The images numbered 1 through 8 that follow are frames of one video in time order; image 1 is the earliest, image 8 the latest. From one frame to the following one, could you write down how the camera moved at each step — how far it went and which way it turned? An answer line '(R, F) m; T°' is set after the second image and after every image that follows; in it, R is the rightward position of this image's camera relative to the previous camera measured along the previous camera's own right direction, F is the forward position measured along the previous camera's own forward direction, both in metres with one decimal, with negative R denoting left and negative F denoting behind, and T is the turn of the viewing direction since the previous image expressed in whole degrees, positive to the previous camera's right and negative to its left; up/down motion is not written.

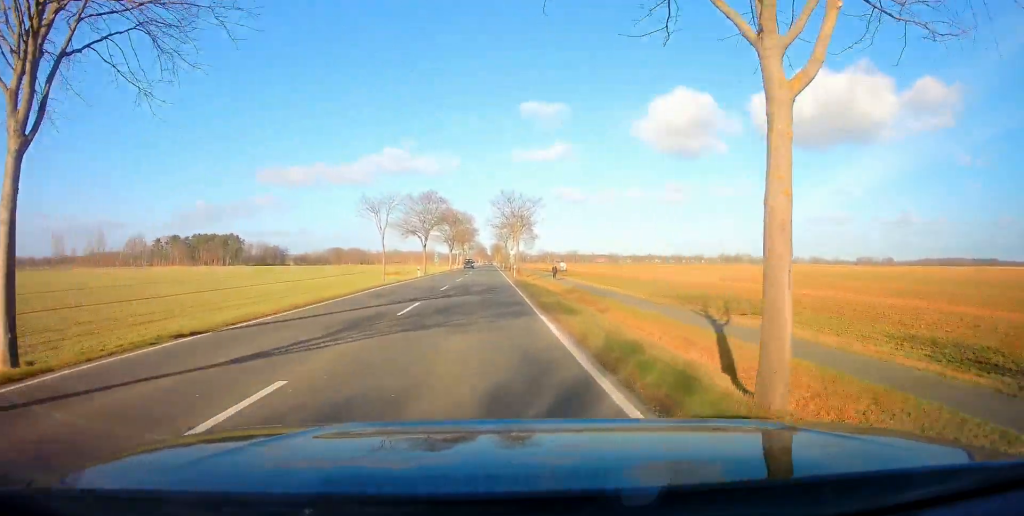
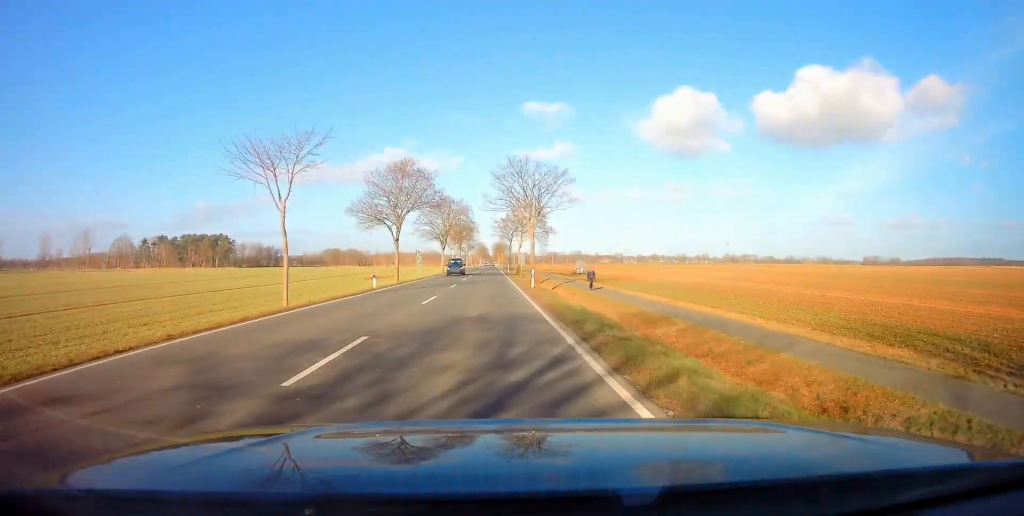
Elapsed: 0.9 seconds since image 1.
(0.0, +20.2) m; 0°
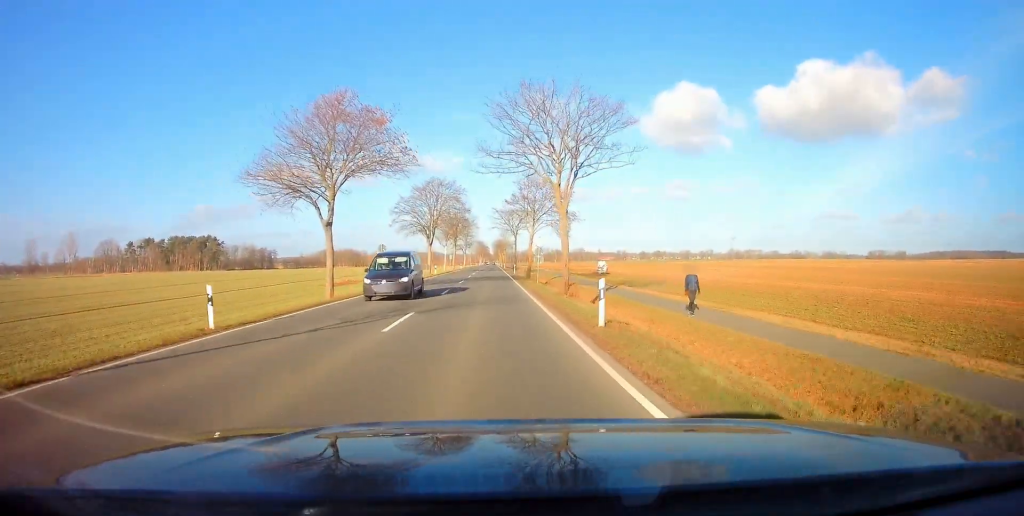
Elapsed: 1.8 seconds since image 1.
(0.0, +18.9) m; -1°
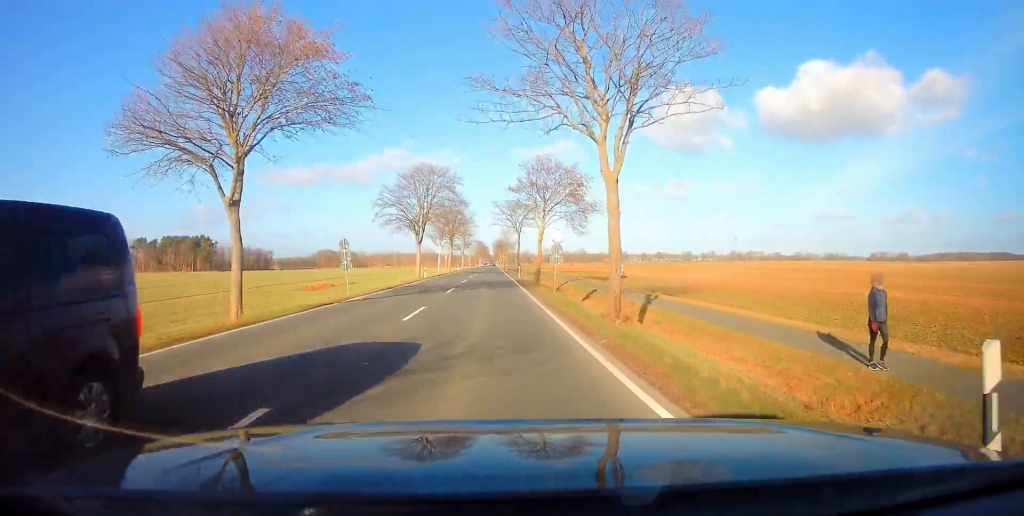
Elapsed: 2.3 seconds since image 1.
(-0.1, +9.9) m; 0°
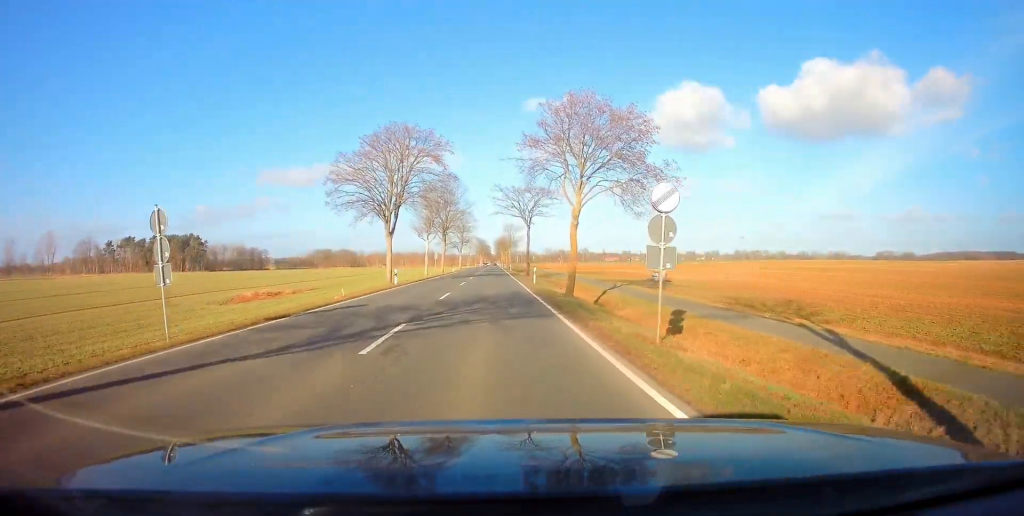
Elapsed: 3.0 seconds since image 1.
(-0.2, +16.6) m; 0°
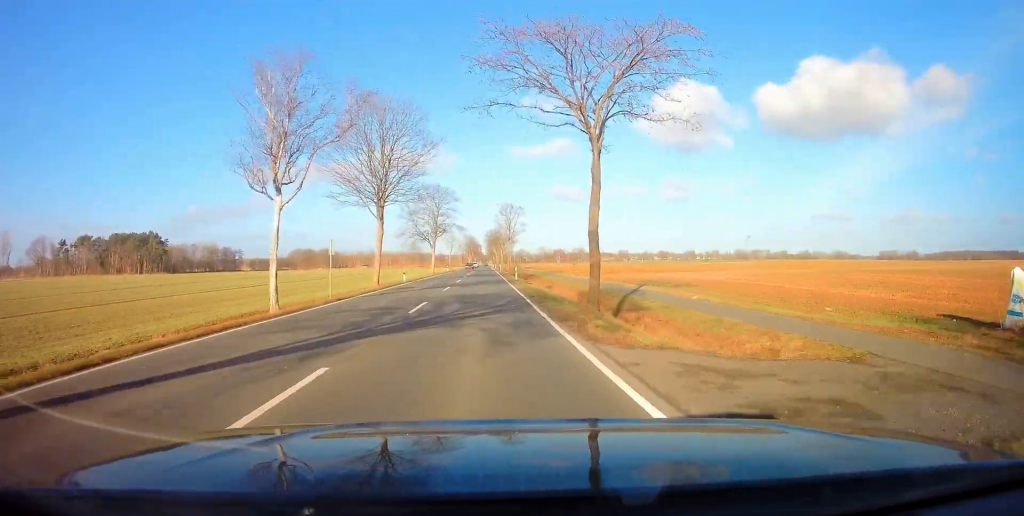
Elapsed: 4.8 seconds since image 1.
(+1.1, +41.1) m; +2°
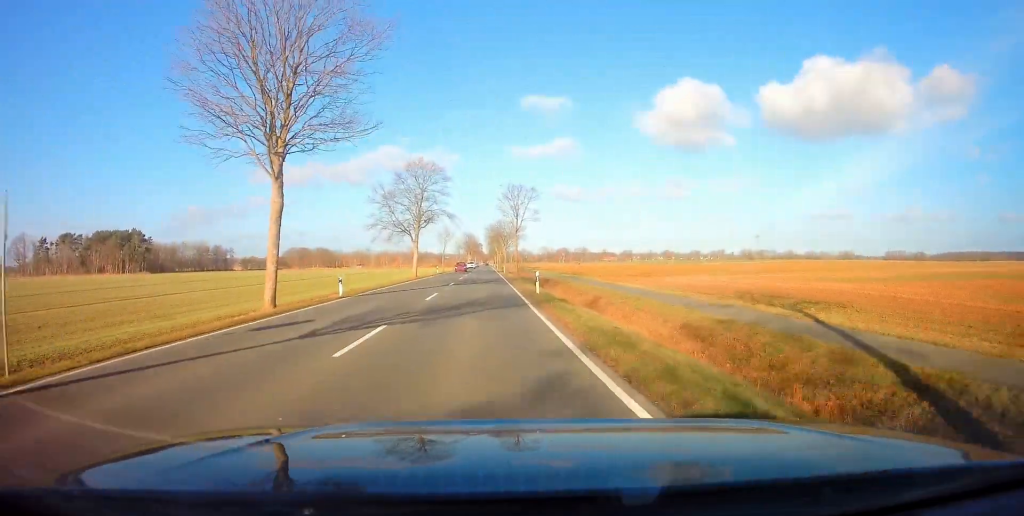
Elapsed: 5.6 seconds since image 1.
(-0.2, +19.1) m; -1°
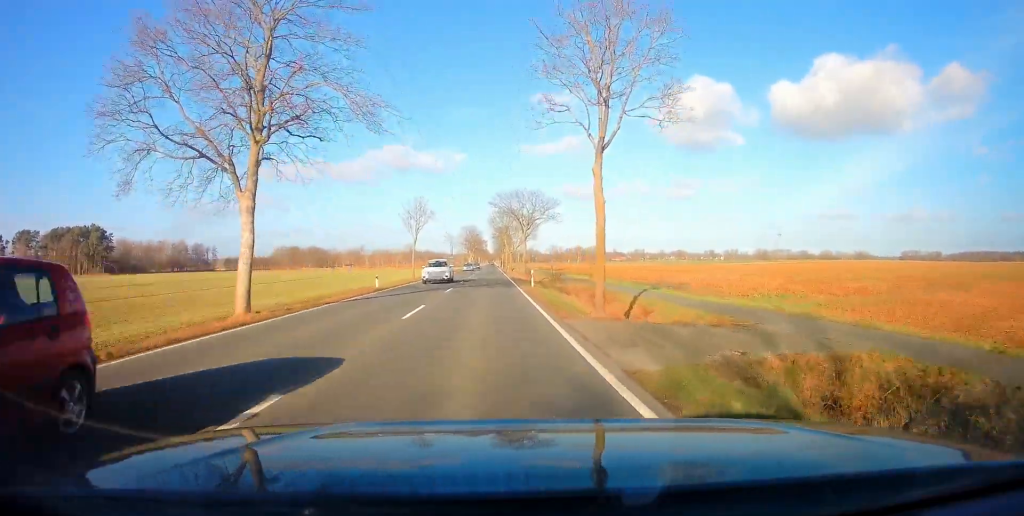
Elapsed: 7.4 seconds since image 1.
(+0.1, +42.6) m; 0°
